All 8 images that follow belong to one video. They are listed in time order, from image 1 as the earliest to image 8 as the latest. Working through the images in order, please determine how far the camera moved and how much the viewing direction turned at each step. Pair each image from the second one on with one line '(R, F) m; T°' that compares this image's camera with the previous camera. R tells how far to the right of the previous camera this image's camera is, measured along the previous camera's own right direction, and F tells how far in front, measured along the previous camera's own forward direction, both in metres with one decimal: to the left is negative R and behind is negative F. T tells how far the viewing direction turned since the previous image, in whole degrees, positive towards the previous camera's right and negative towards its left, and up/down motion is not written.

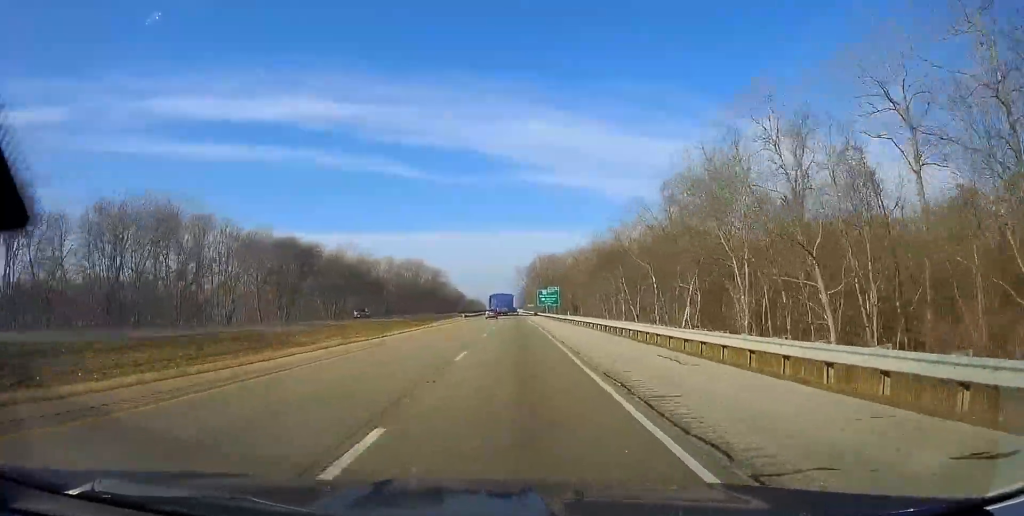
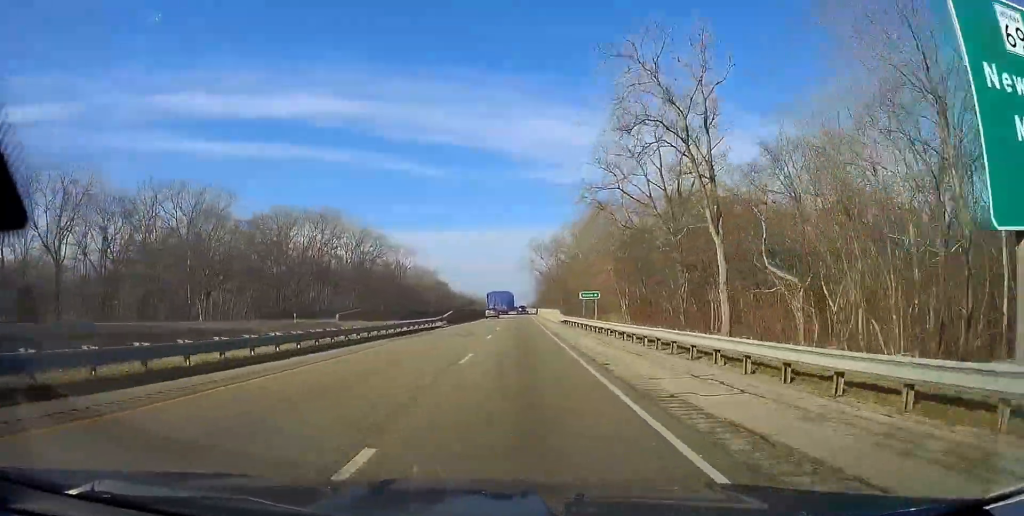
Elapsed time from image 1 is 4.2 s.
(-1.7, +147.1) m; -1°
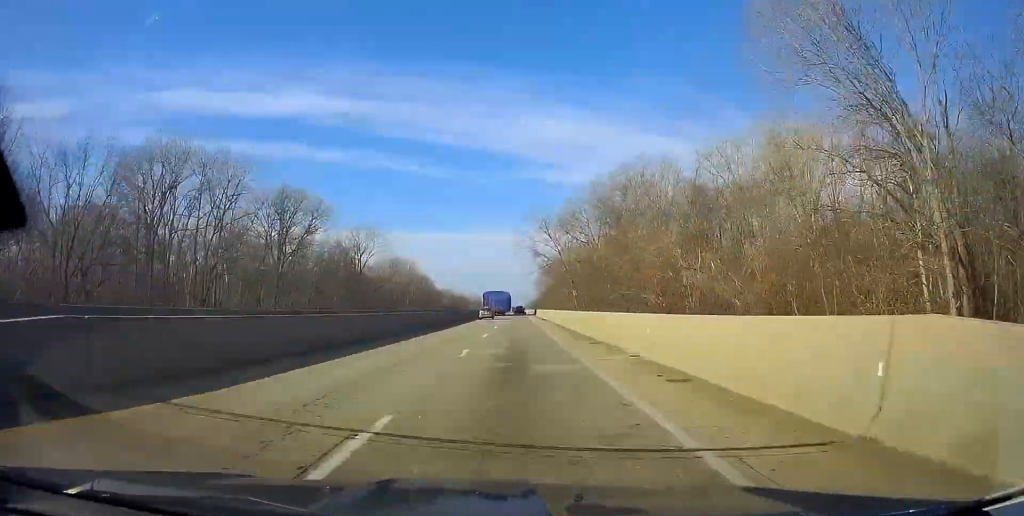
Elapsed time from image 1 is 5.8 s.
(+0.1, +54.6) m; 0°
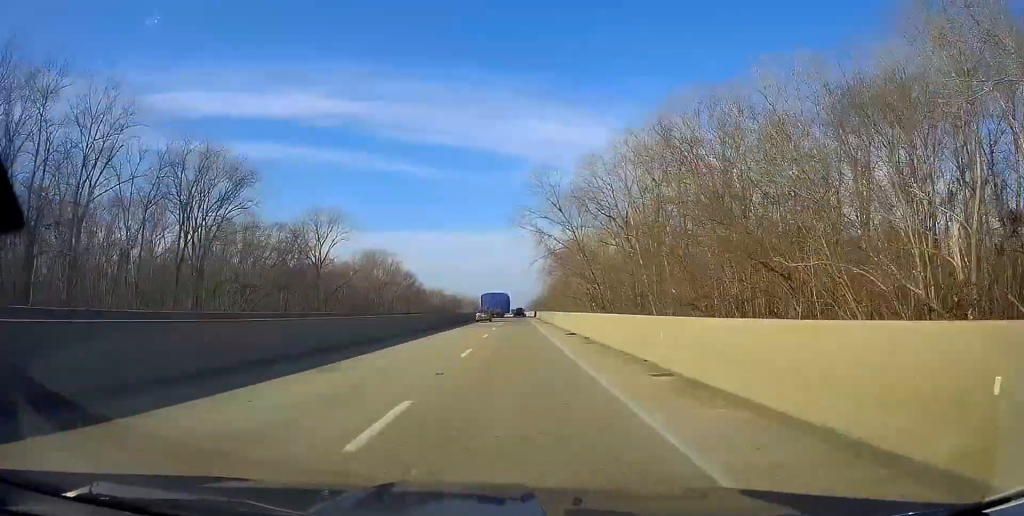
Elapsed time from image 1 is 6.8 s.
(+0.1, +34.9) m; 0°
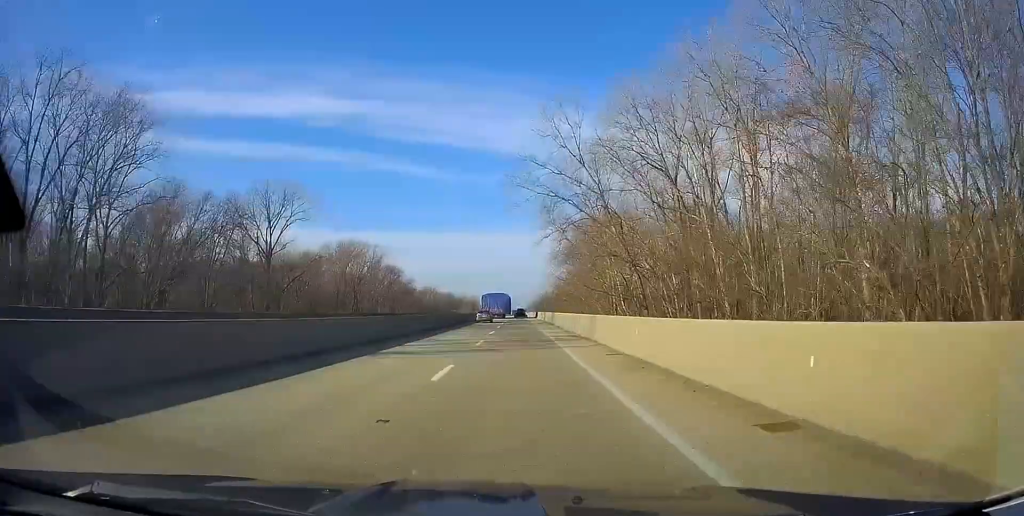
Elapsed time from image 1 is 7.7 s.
(-0.3, +29.9) m; 0°
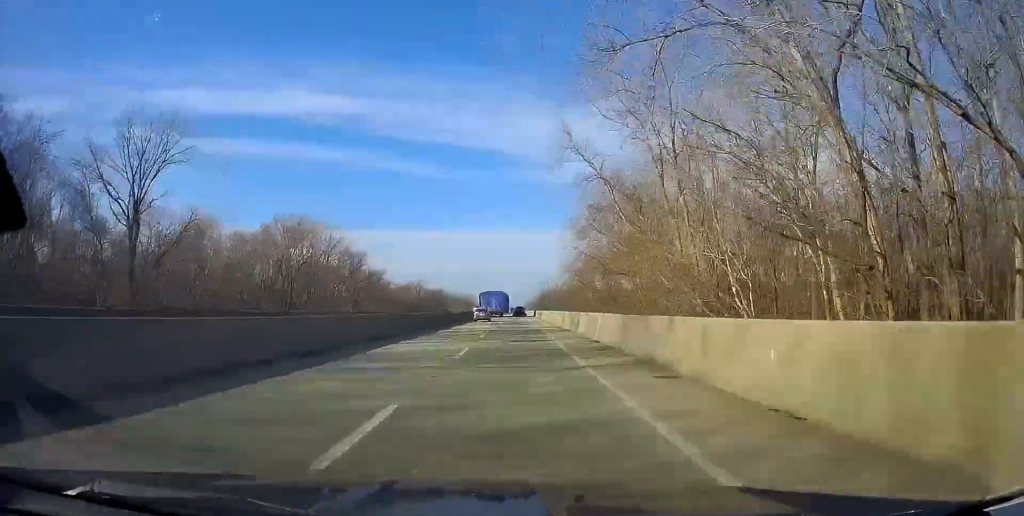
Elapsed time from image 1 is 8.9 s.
(-0.3, +43.7) m; 0°
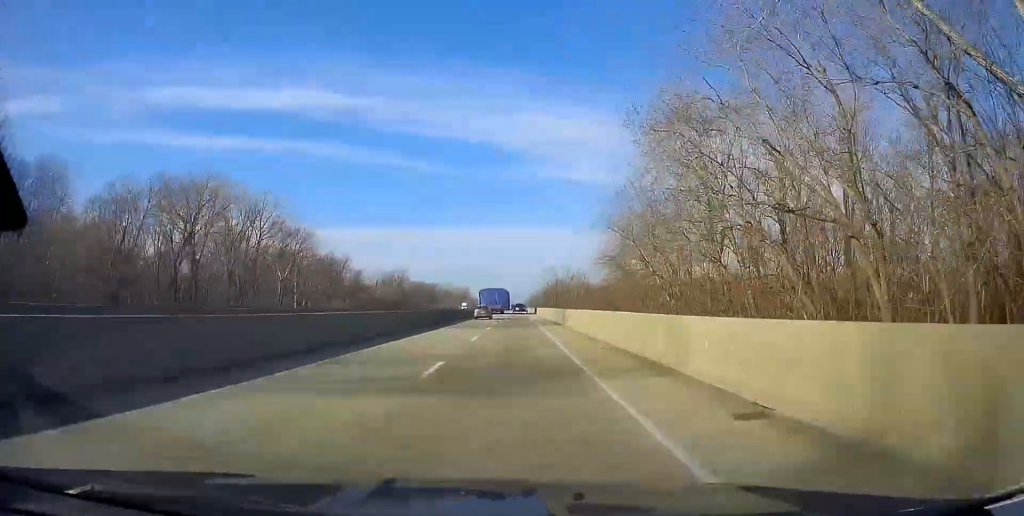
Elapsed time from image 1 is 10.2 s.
(+0.3, +42.1) m; 0°
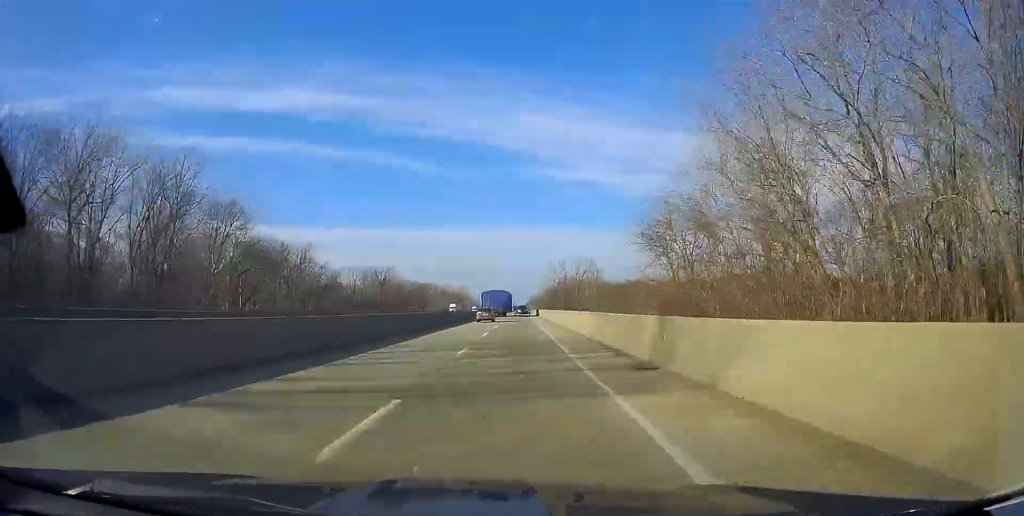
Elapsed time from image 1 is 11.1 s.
(+0.1, +30.7) m; 0°
